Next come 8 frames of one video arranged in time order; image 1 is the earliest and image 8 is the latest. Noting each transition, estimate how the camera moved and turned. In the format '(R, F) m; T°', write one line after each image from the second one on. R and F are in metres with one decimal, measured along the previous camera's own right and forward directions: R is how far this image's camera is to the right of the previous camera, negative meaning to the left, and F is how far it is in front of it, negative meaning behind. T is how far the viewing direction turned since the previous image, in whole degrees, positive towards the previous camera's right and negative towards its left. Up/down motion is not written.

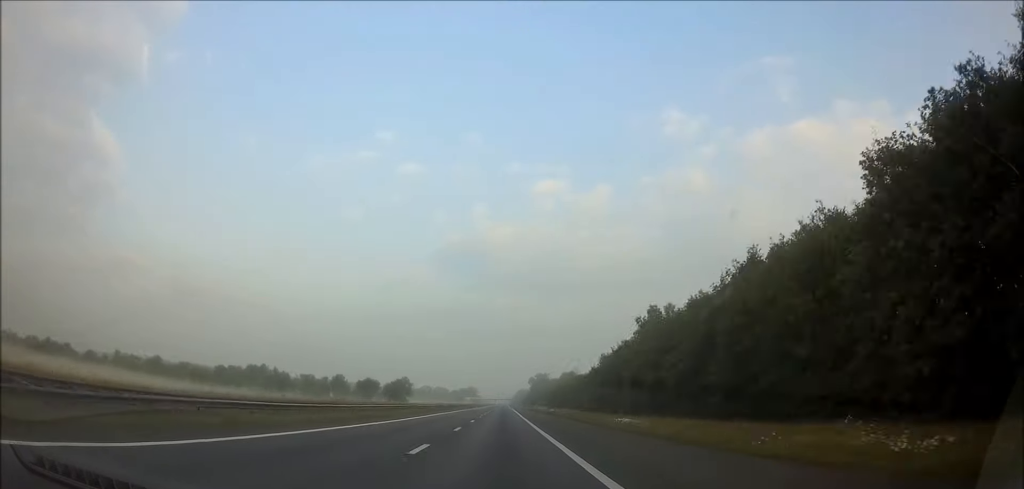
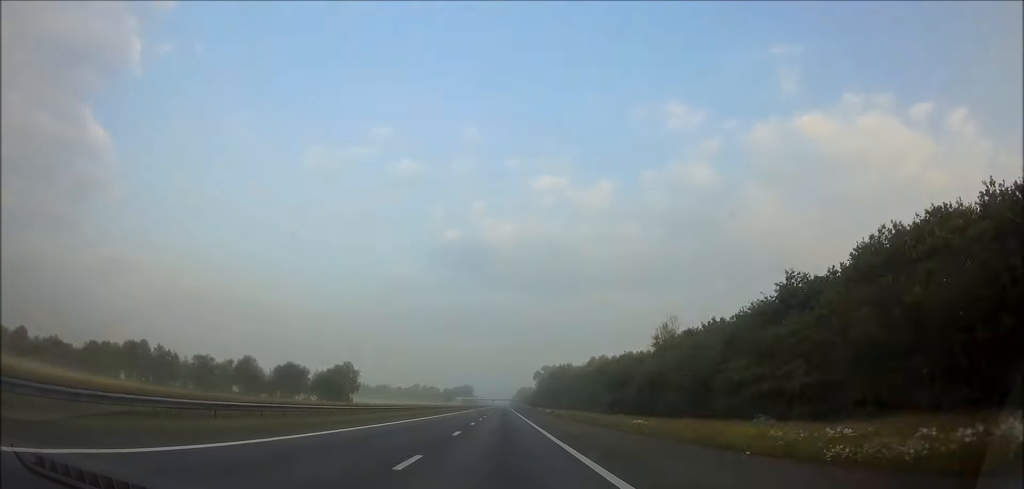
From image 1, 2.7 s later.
(+0.1, +100.9) m; 0°
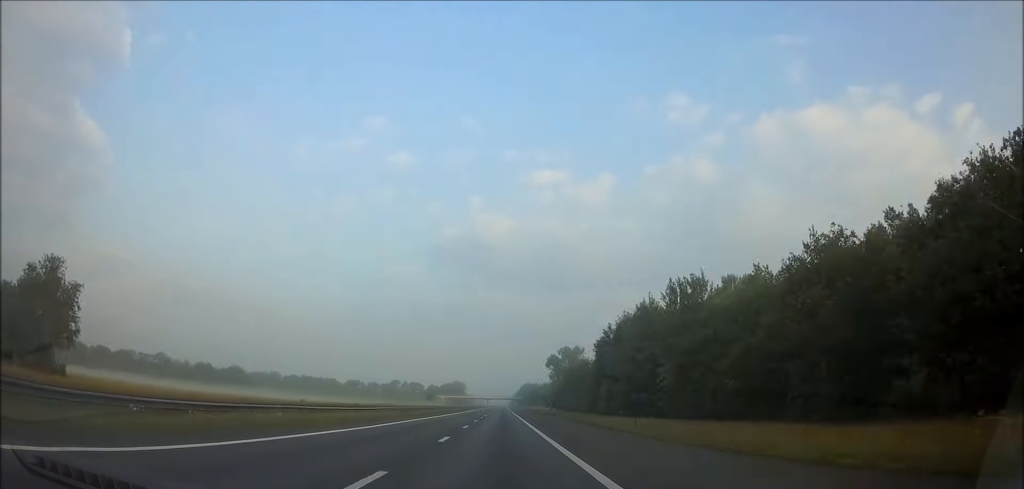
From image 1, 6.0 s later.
(+0.1, +124.1) m; 0°
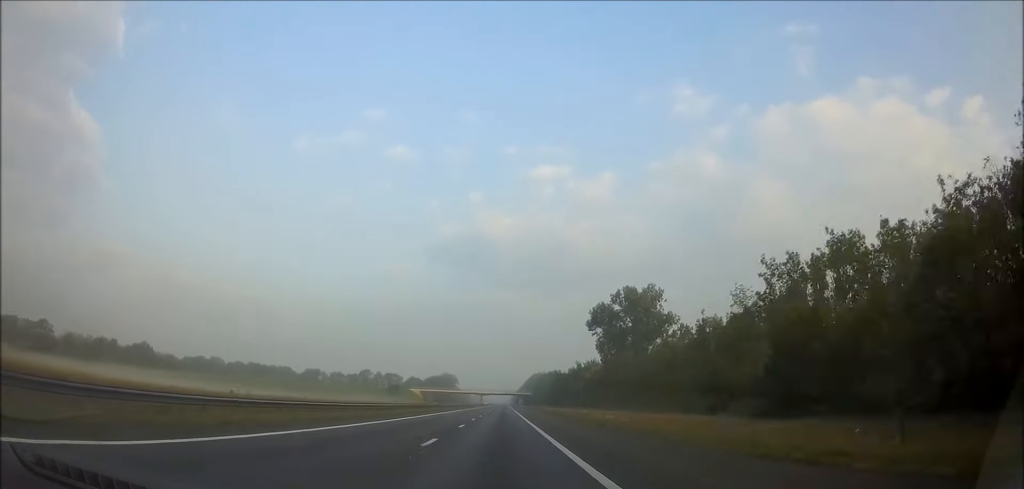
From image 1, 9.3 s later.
(-0.3, +123.4) m; 0°
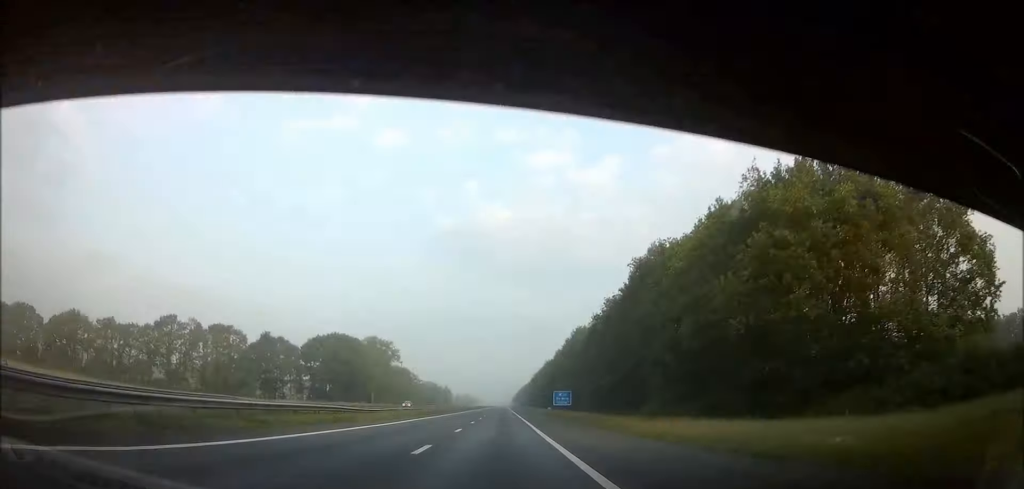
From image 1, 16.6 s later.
(-0.1, +263.8) m; 0°
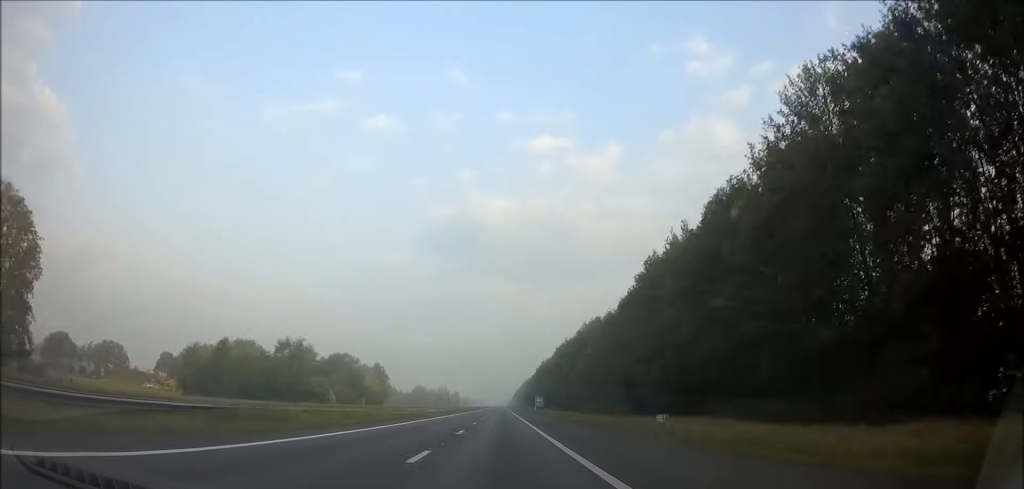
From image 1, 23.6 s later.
(+1.6, +258.5) m; 0°
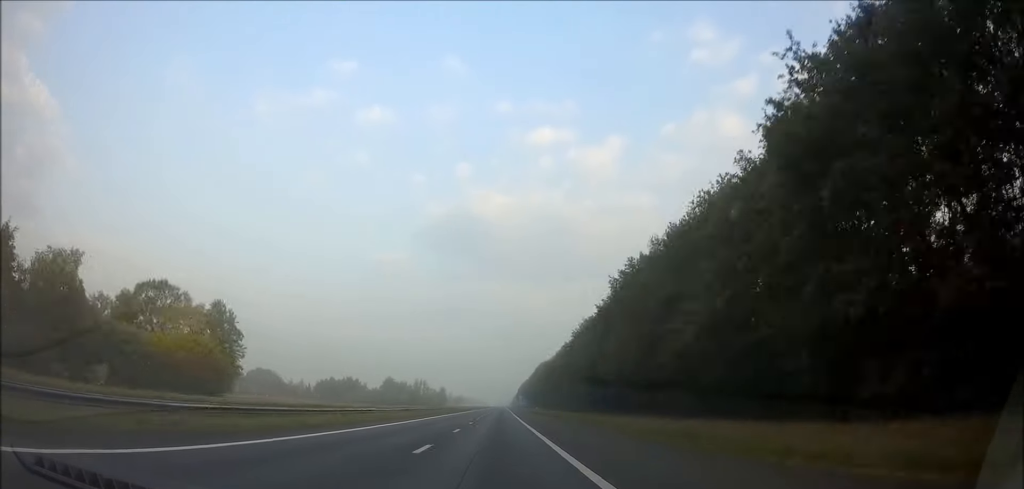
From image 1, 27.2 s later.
(+0.1, +138.6) m; 0°
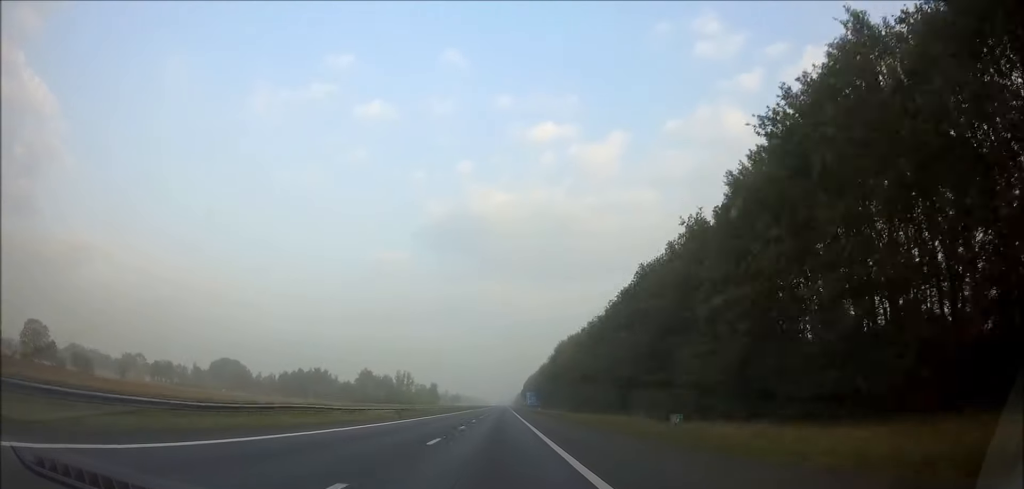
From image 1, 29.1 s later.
(0.0, +69.7) m; 0°
